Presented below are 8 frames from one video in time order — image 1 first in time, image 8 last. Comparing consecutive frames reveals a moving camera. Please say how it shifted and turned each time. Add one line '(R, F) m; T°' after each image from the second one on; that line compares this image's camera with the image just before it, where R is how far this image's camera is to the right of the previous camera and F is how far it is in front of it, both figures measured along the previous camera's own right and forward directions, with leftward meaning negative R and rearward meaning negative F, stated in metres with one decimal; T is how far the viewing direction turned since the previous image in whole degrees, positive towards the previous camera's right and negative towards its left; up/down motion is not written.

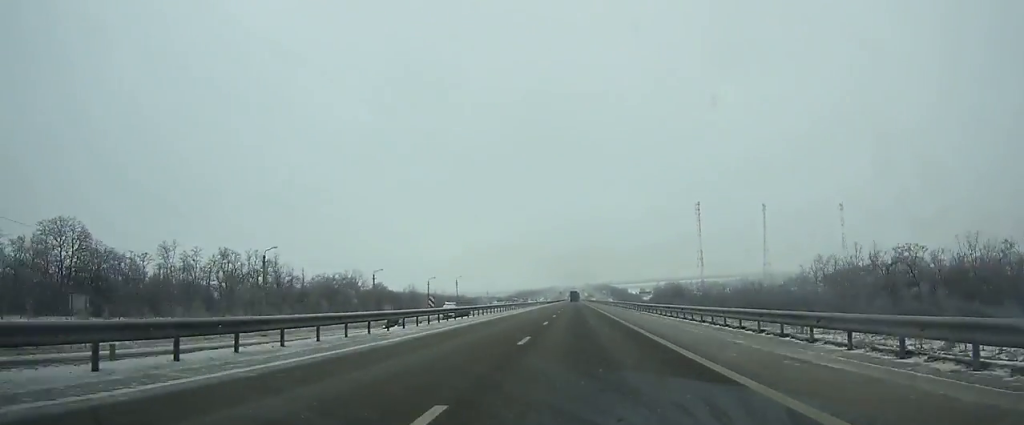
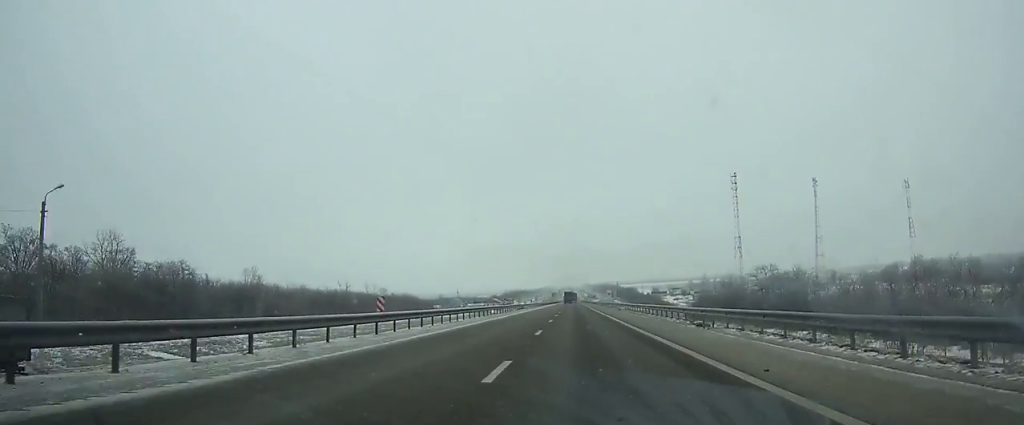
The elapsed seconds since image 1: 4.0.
(+0.2, +115.7) m; 0°
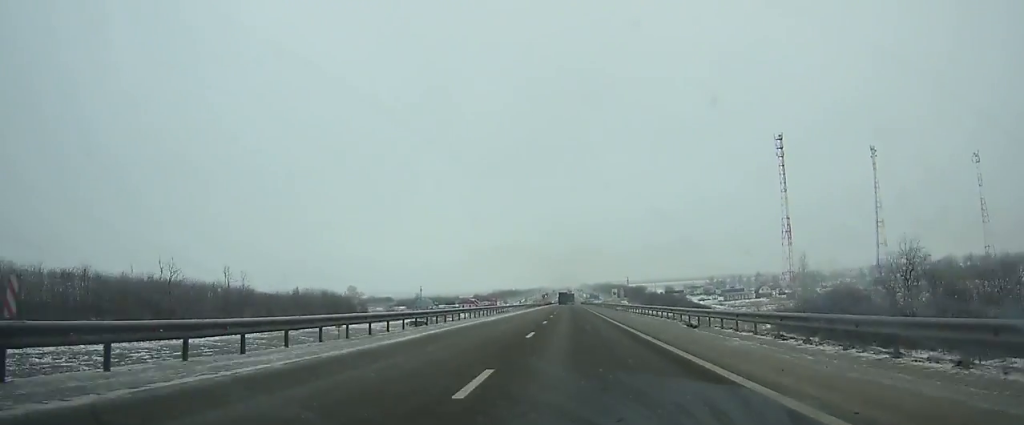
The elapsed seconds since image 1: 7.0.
(+0.3, +86.4) m; 0°
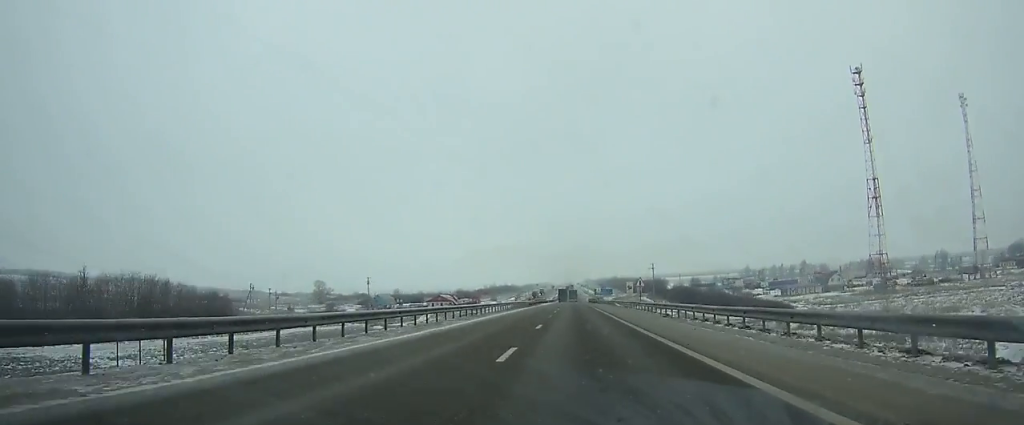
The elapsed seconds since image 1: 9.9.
(-0.3, +83.2) m; 0°
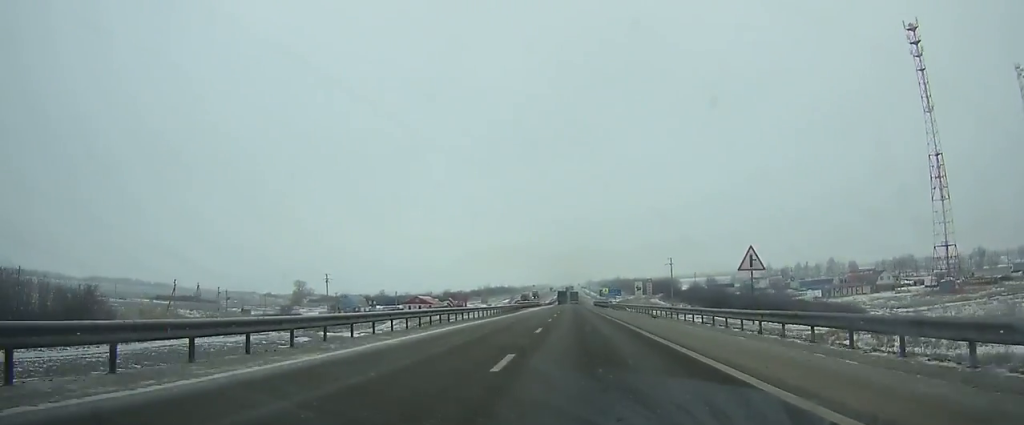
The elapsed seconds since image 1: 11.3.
(0.0, +39.8) m; 0°
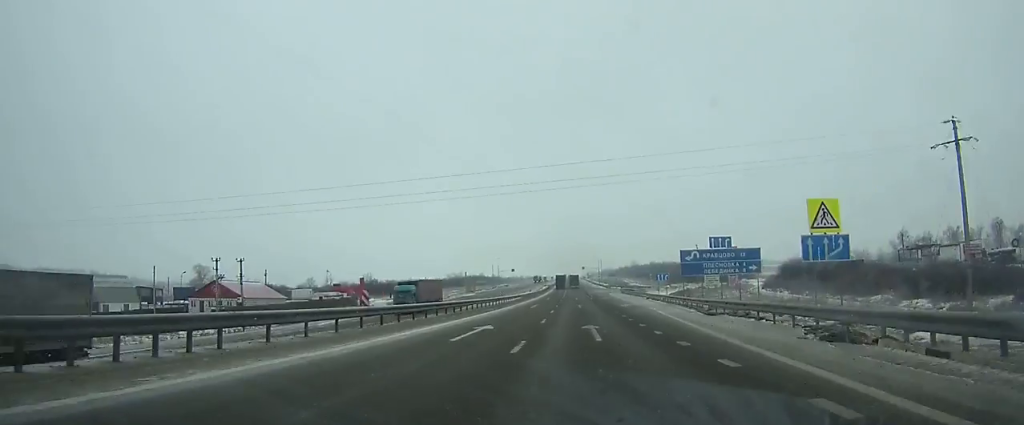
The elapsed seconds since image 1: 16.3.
(+0.4, +137.9) m; 0°
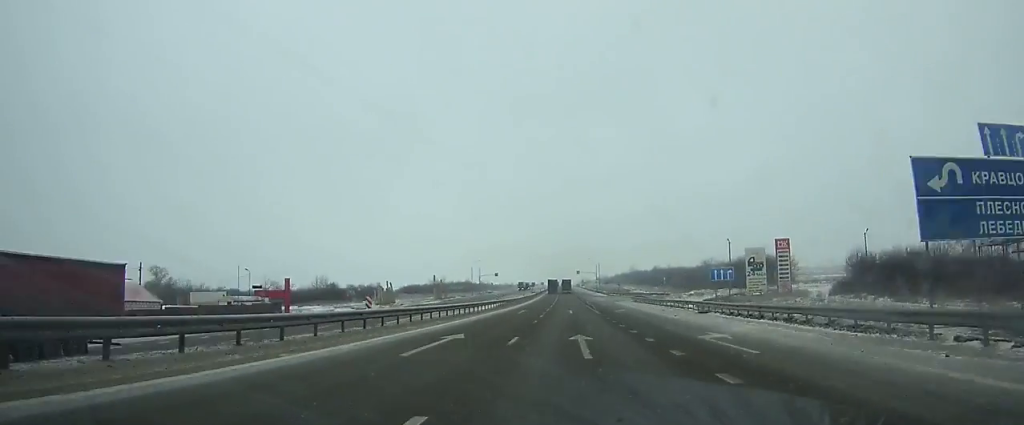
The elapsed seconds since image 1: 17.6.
(+0.1, +35.9) m; 0°
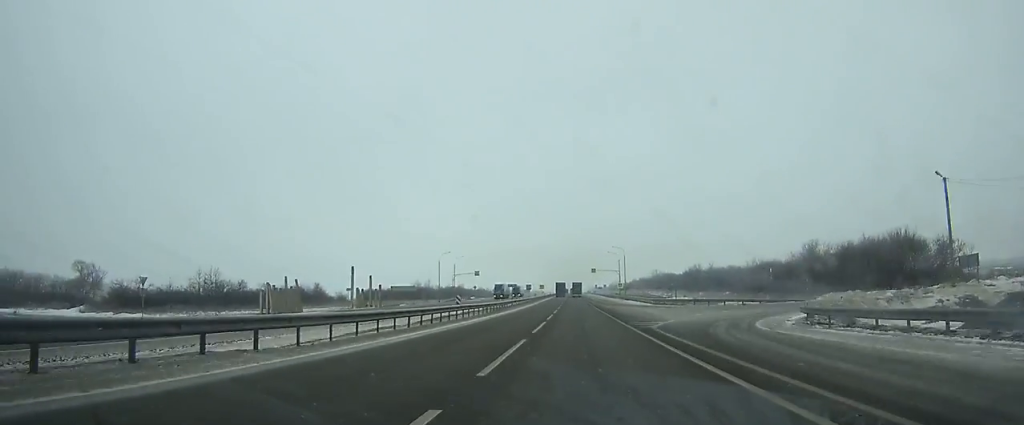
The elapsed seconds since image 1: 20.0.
(0.0, +65.6) m; 0°
